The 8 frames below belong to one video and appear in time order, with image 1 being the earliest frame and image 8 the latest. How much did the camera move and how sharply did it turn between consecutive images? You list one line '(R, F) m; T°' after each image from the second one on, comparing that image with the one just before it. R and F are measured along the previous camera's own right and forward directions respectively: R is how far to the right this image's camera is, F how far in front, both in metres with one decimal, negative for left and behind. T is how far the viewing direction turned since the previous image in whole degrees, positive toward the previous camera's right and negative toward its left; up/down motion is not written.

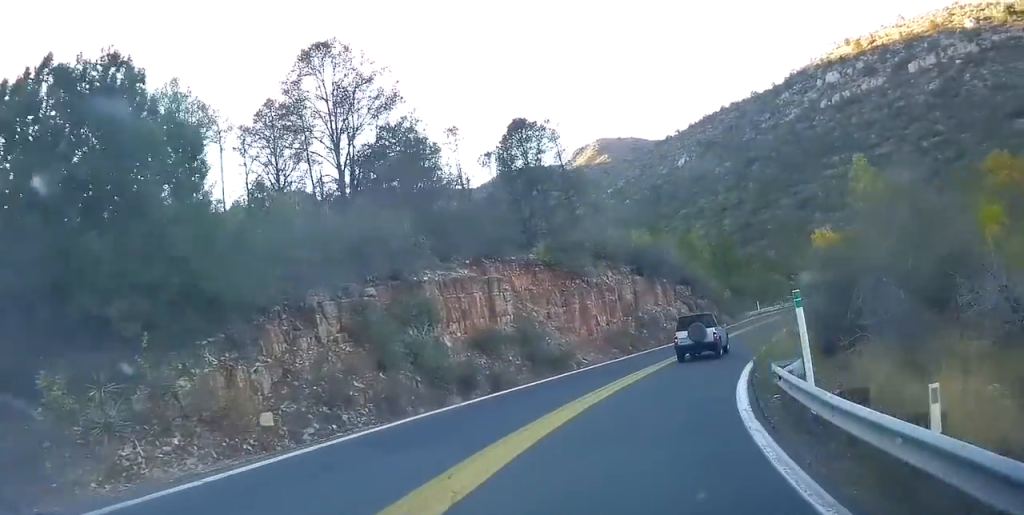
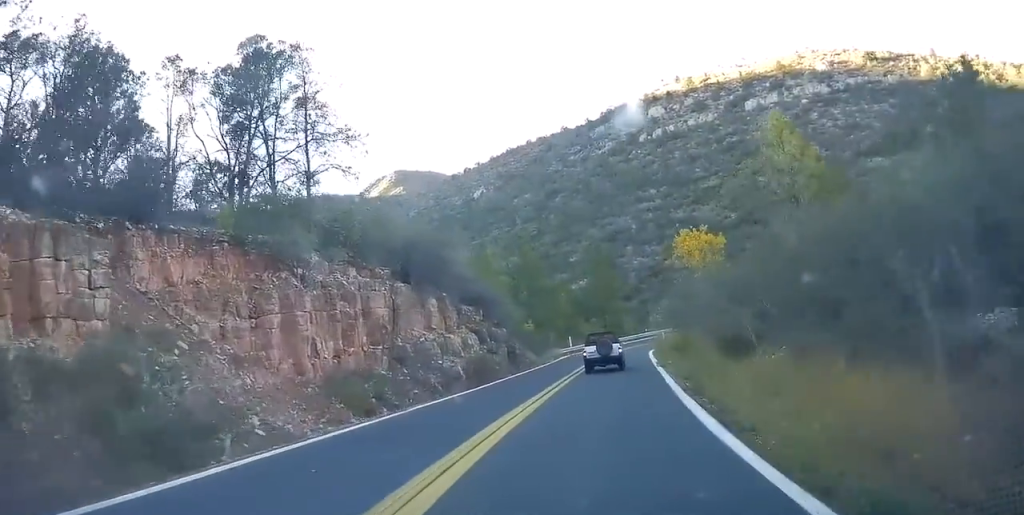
(+2.1, +15.7) m; +13°
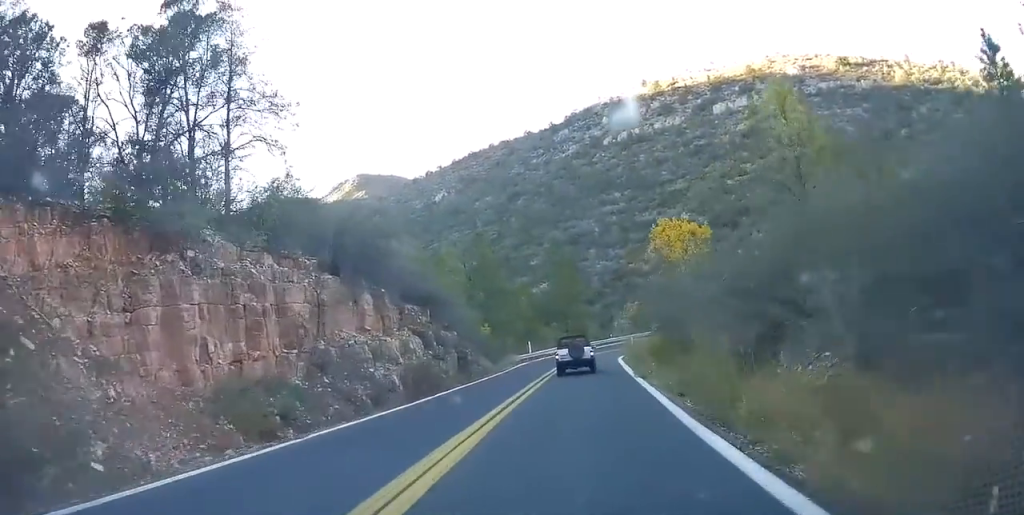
(+0.1, +4.5) m; +3°
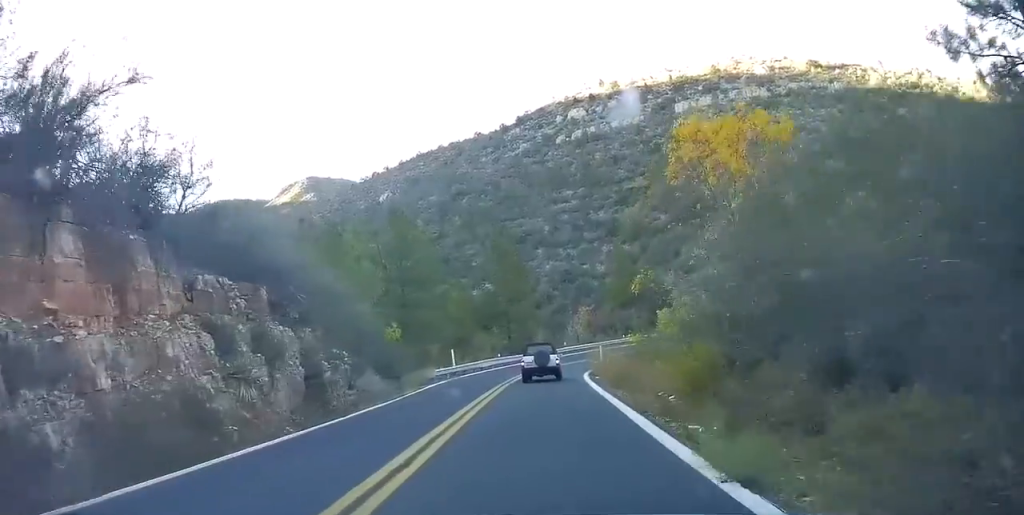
(+1.0, +14.5) m; +8°
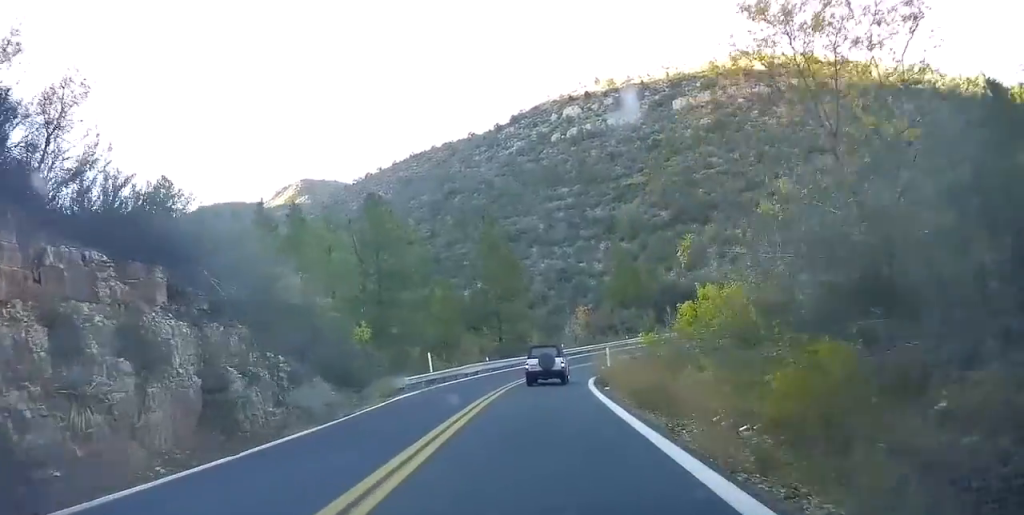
(+0.3, +5.7) m; +2°
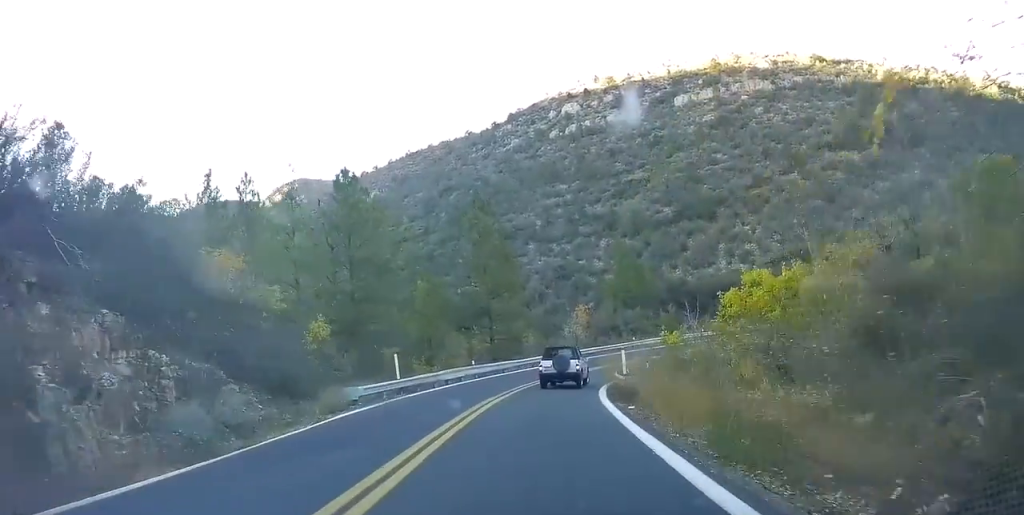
(+0.1, +6.2) m; +2°
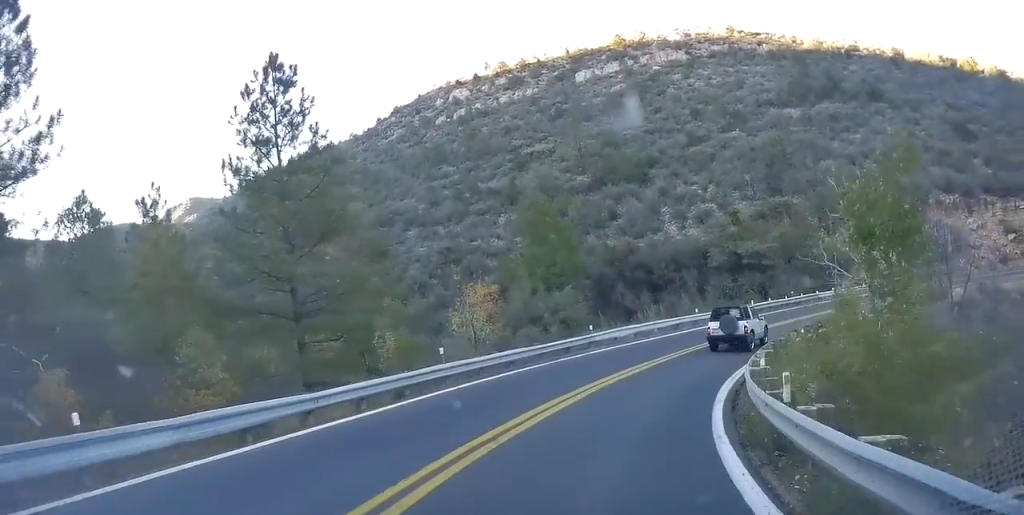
(+1.9, +25.9) m; +11°
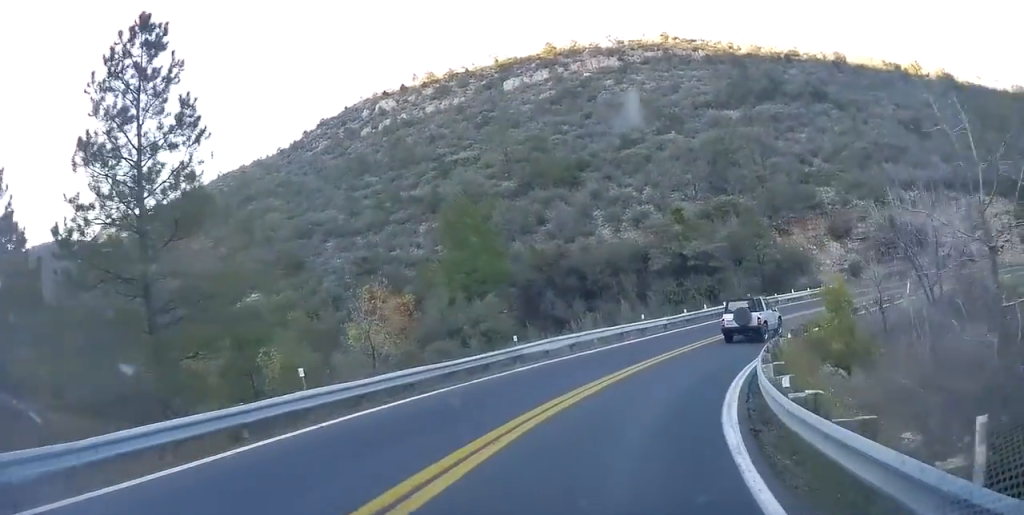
(-0.6, +5.4) m; +7°
